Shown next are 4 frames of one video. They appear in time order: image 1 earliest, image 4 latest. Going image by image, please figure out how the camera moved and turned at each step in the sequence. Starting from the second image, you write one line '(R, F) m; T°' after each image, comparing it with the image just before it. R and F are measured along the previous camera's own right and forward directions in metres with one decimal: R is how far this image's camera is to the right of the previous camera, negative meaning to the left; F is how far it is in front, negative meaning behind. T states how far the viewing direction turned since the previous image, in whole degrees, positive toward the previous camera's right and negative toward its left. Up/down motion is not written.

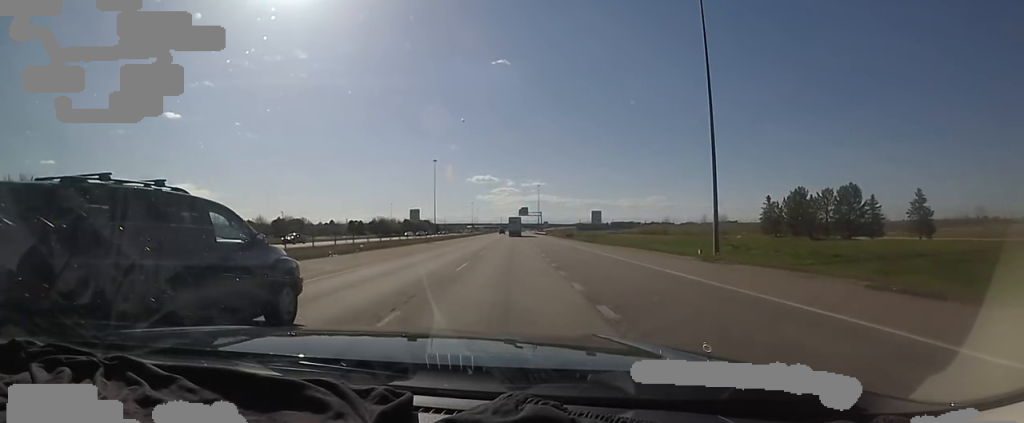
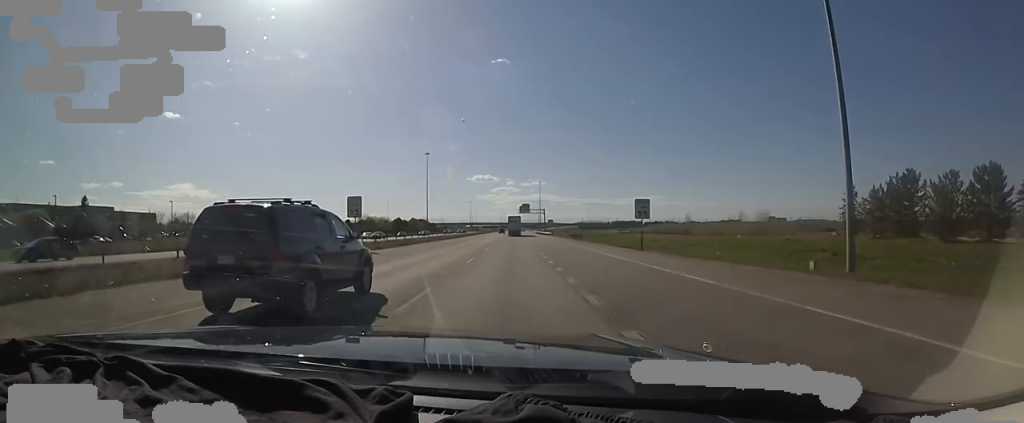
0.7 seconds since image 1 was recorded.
(0.0, +20.7) m; 0°
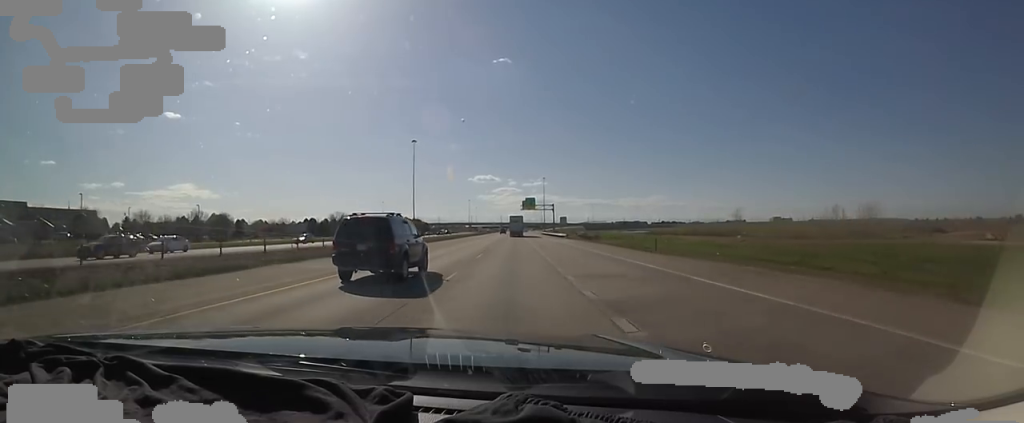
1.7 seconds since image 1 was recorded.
(0.0, +32.2) m; 0°
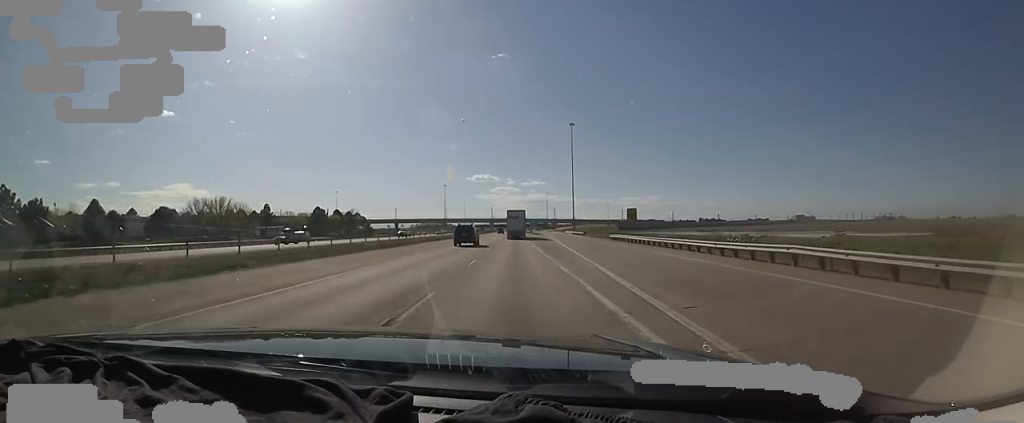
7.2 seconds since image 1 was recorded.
(+2.8, +170.5) m; +1°
